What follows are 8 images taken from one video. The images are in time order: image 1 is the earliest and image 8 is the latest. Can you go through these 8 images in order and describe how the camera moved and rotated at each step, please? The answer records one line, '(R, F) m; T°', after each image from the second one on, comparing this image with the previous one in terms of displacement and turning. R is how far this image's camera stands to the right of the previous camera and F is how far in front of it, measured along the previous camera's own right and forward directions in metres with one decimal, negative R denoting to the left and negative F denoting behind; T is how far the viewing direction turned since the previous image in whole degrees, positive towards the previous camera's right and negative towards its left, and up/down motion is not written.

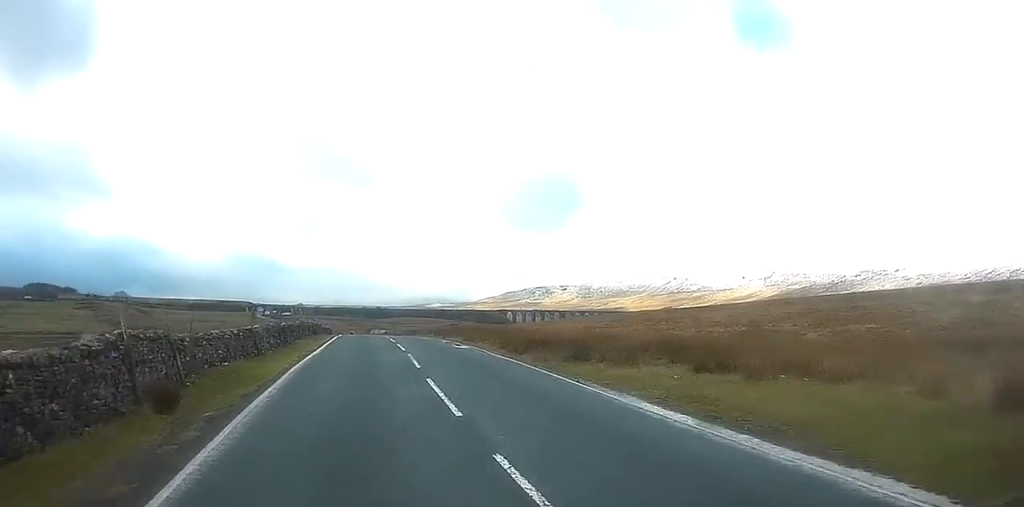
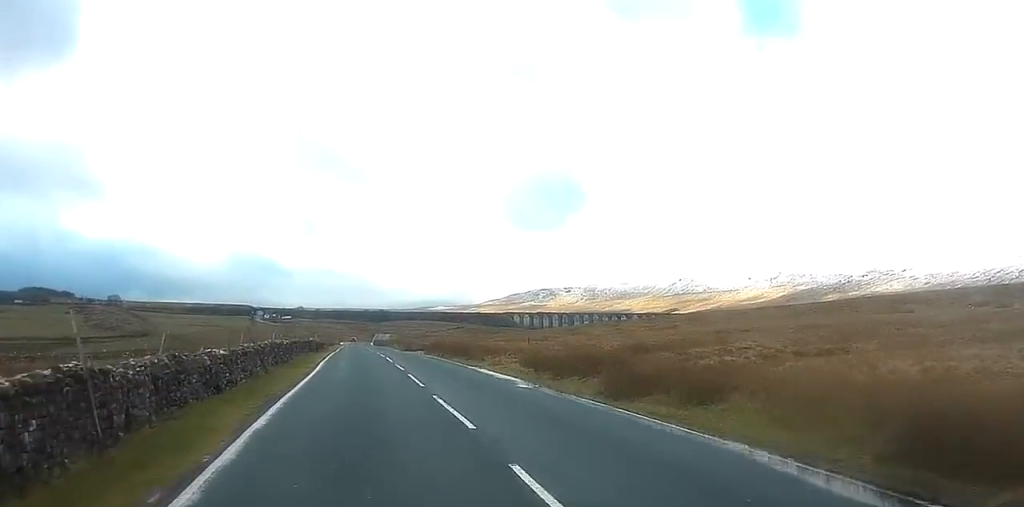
(0.0, +35.8) m; 0°
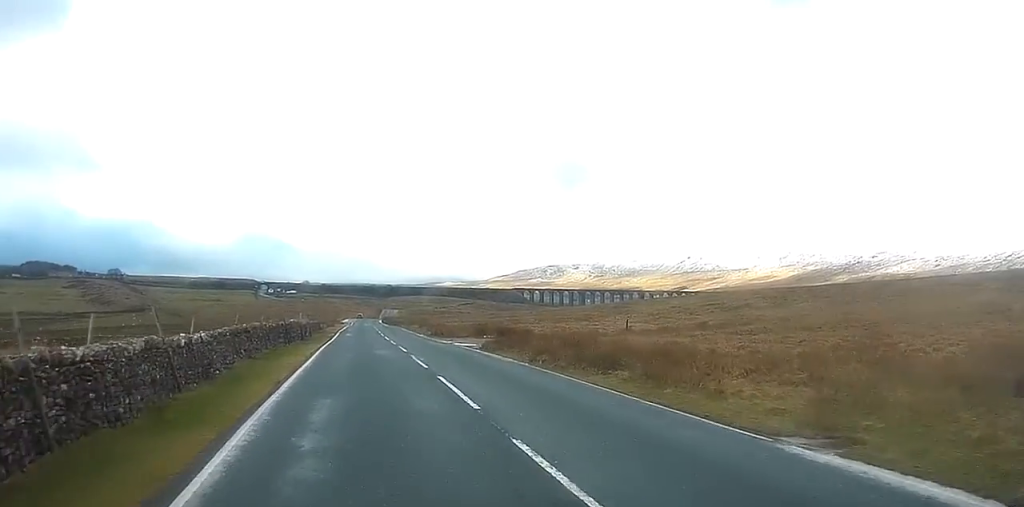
(0.0, +26.0) m; 0°
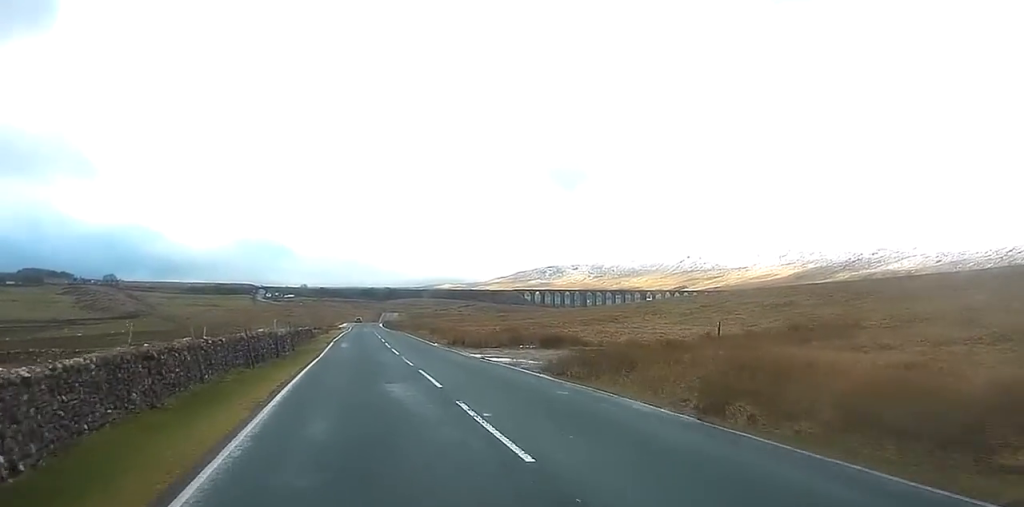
(+0.2, +13.0) m; 0°
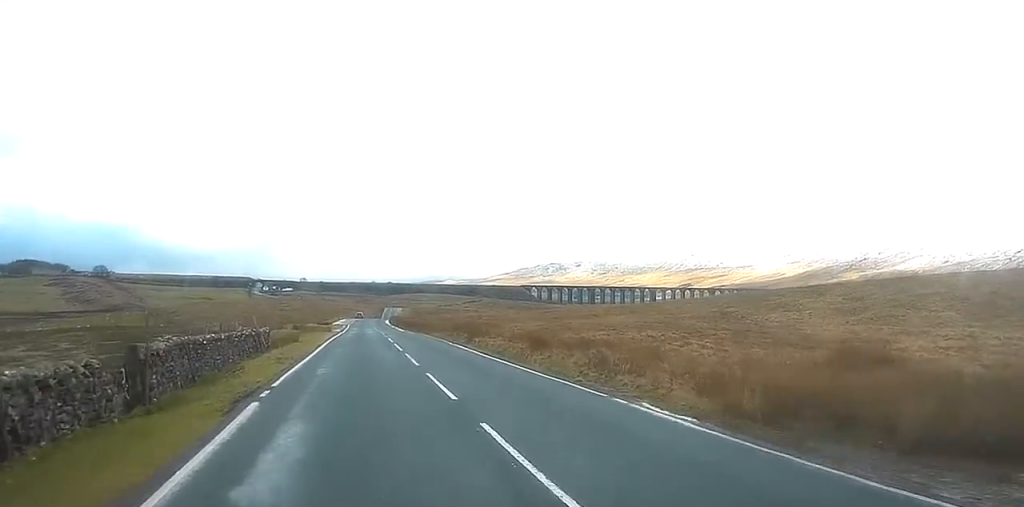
(-0.1, +39.4) m; 0°
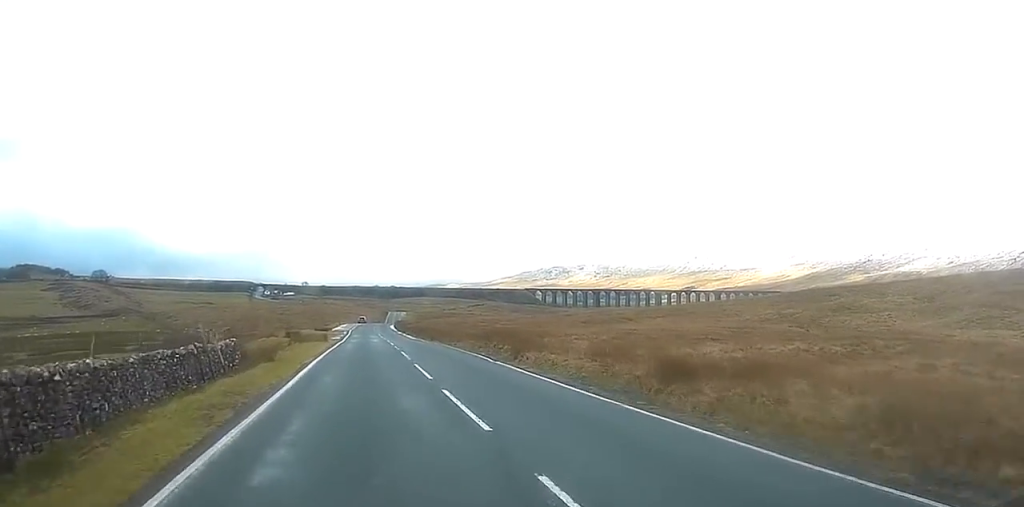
(+0.1, +12.4) m; 0°
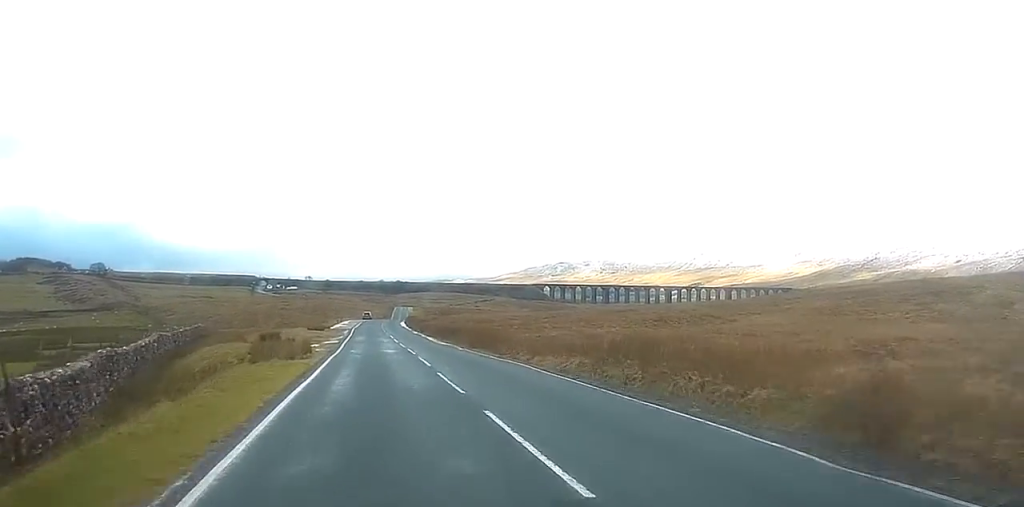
(-0.3, +22.4) m; 0°
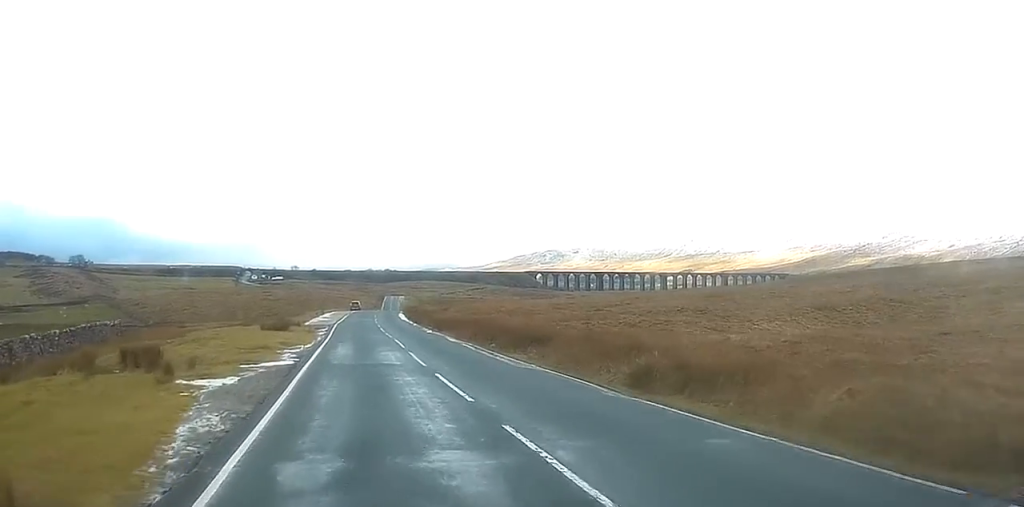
(+0.2, +28.8) m; 0°
